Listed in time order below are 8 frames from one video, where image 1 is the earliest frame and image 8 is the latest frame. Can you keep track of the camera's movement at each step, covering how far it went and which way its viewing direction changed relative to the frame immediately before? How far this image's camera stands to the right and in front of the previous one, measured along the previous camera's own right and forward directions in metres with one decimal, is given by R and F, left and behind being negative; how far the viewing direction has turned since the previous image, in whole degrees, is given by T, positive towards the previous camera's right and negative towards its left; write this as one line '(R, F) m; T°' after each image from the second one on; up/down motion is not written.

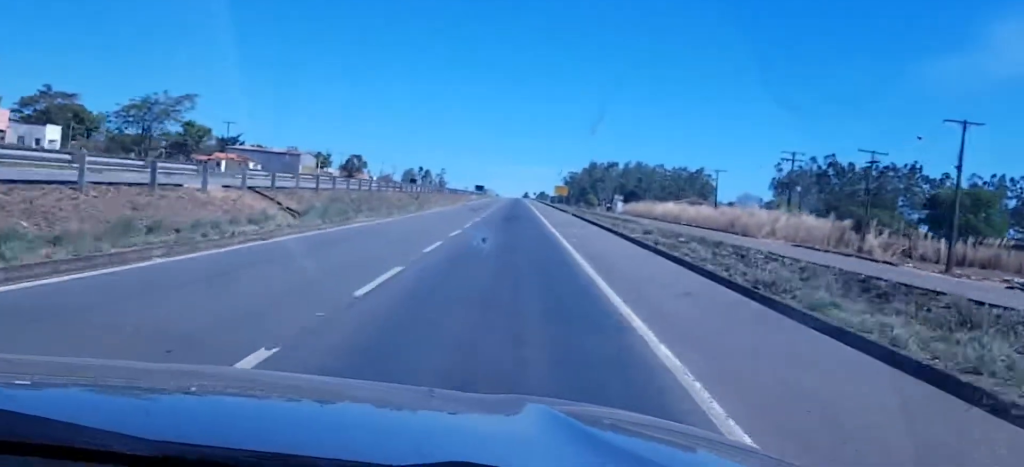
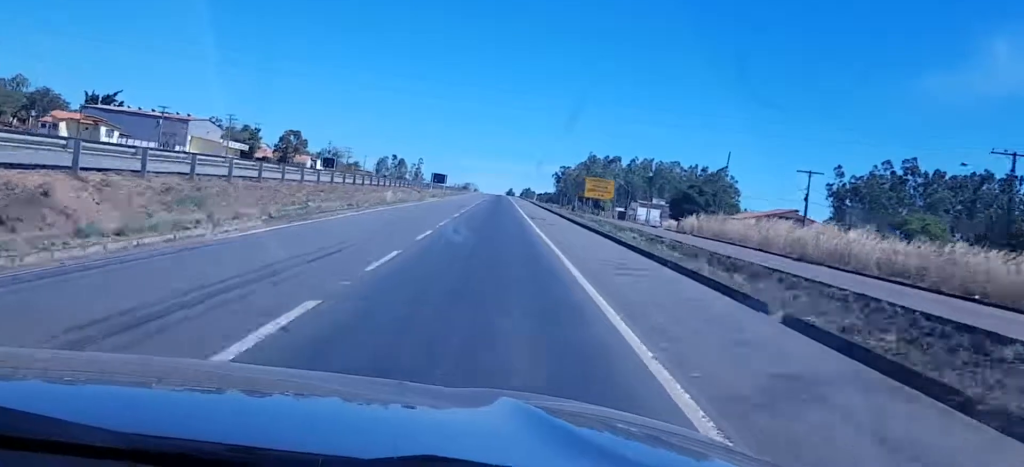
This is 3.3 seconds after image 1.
(+0.3, +78.8) m; +1°
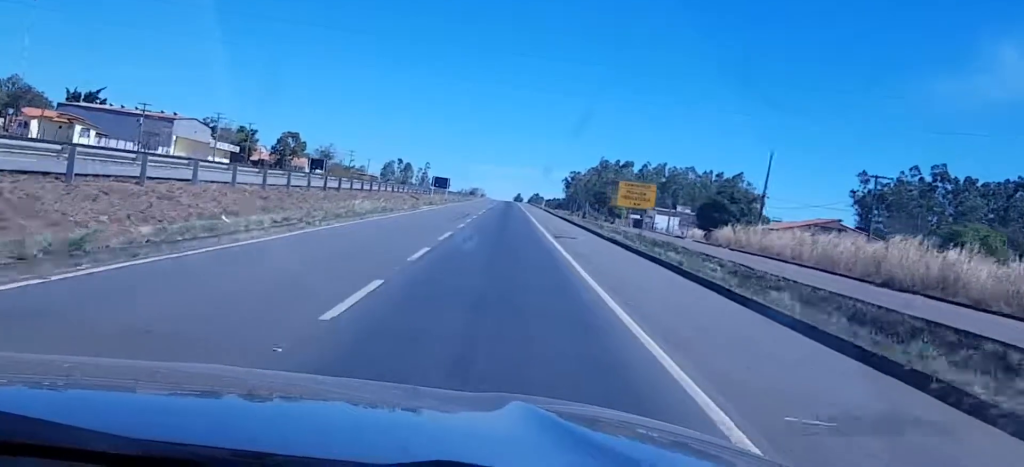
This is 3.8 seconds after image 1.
(+0.3, +13.8) m; 0°
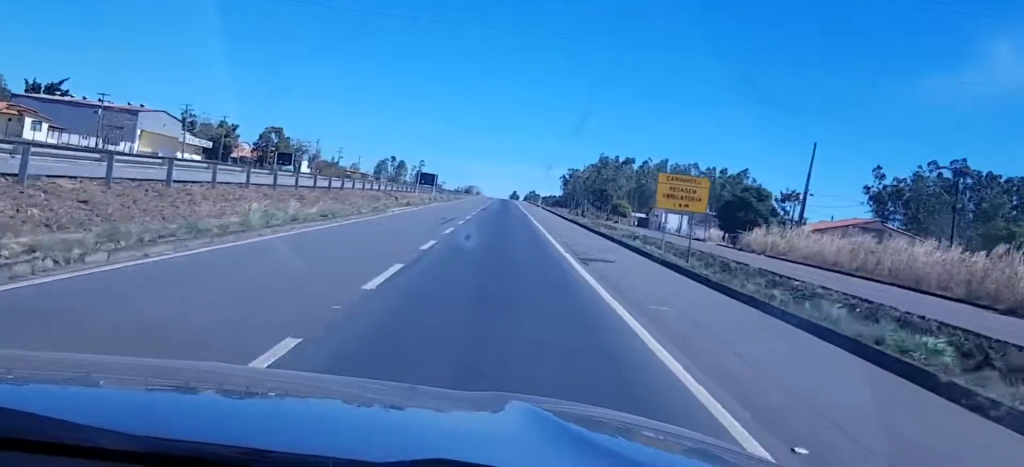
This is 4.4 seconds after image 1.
(-0.1, +13.9) m; 0°
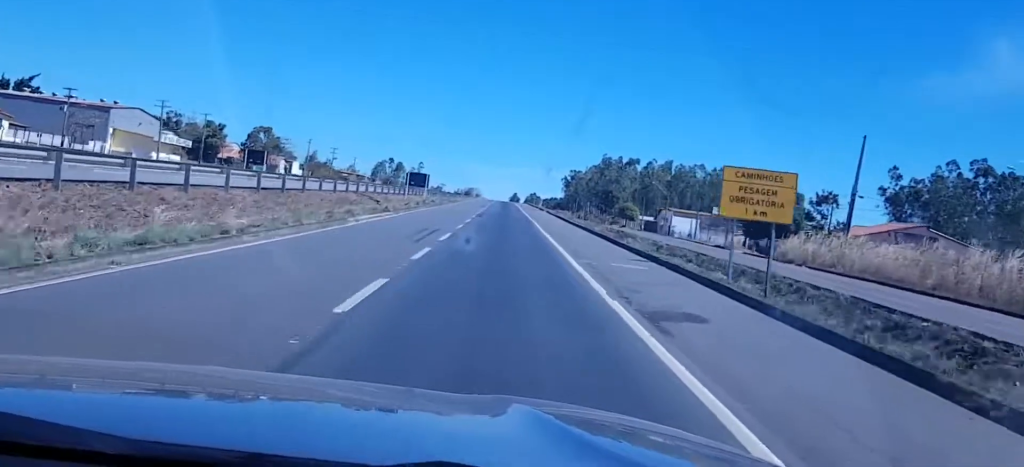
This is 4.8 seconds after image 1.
(-0.3, +11.0) m; 0°
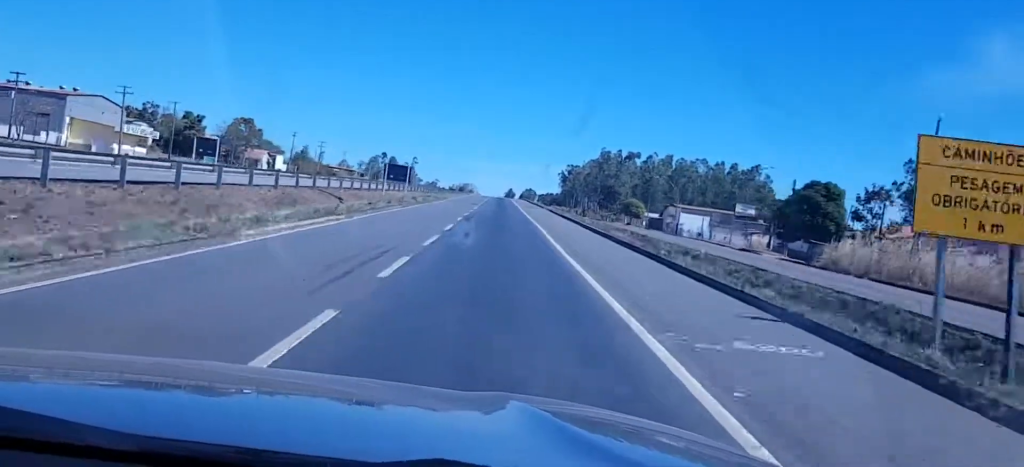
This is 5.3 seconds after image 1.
(0.0, +12.0) m; 0°
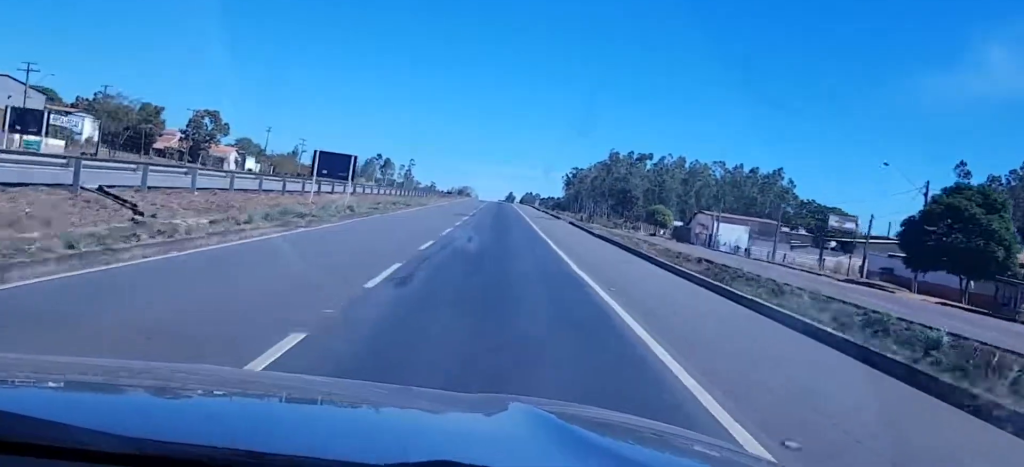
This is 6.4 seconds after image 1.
(+0.4, +27.3) m; +1°
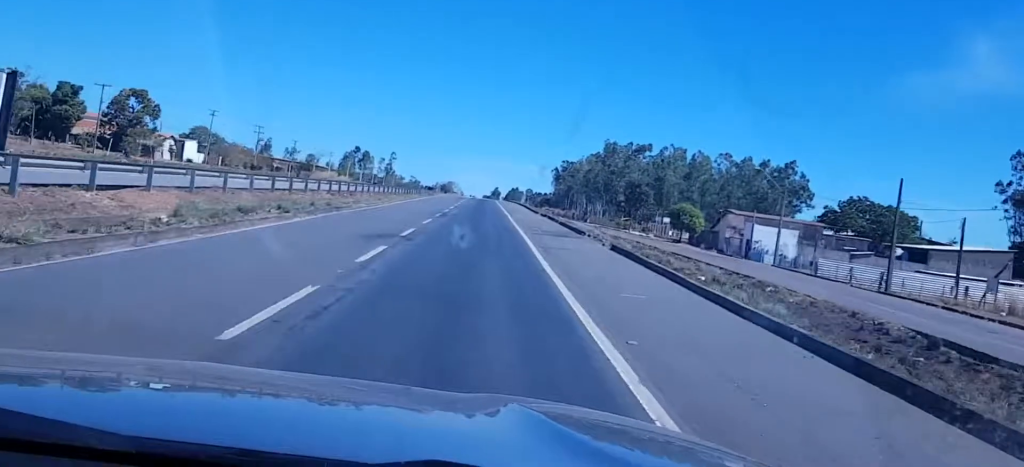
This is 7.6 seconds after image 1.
(0.0, +29.5) m; 0°
